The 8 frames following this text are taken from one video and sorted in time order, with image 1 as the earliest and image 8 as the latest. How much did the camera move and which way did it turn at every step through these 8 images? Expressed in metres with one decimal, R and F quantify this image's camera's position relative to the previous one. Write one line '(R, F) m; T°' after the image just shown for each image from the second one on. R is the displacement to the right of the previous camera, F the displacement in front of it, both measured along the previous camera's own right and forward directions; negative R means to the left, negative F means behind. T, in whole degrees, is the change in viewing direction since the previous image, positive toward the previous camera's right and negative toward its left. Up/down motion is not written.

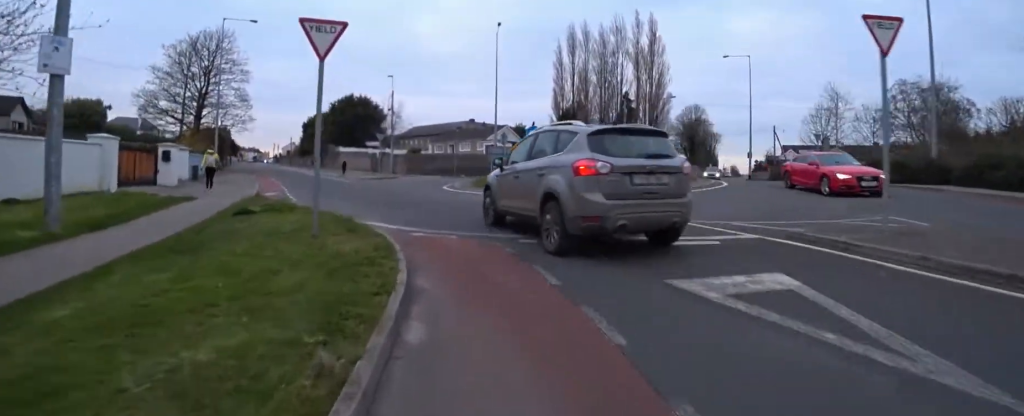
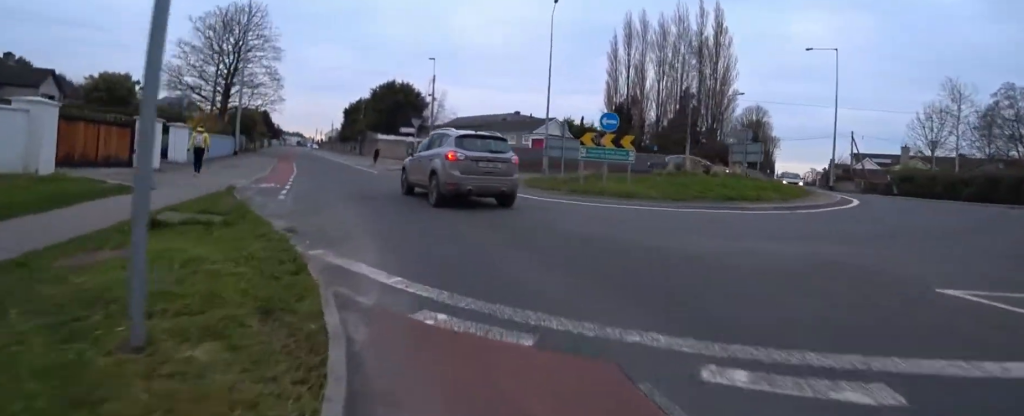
(+0.3, +4.5) m; -8°
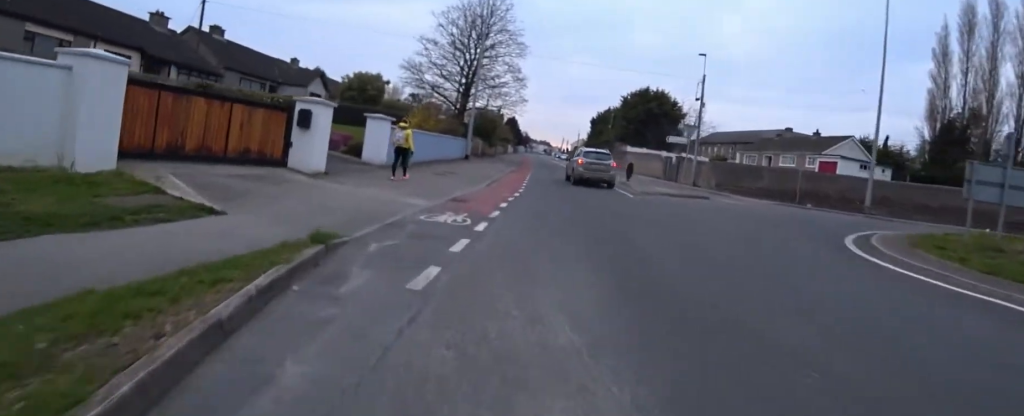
(-1.3, +7.1) m; -8°
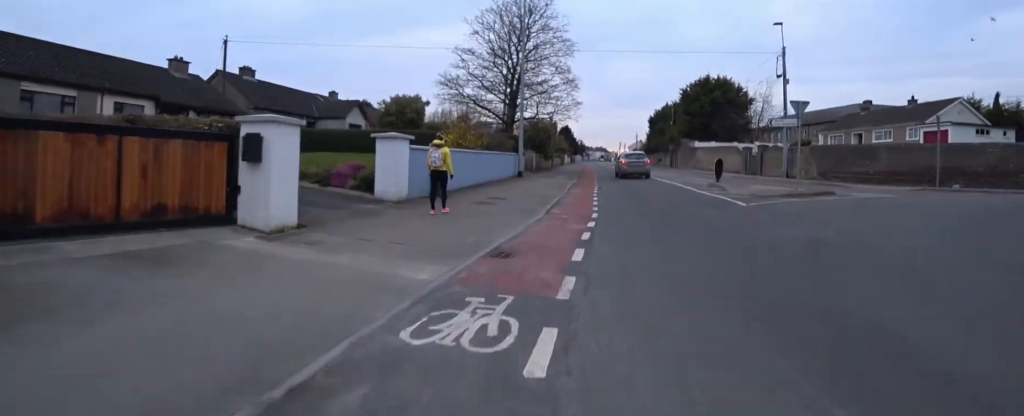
(+0.4, +4.2) m; +6°
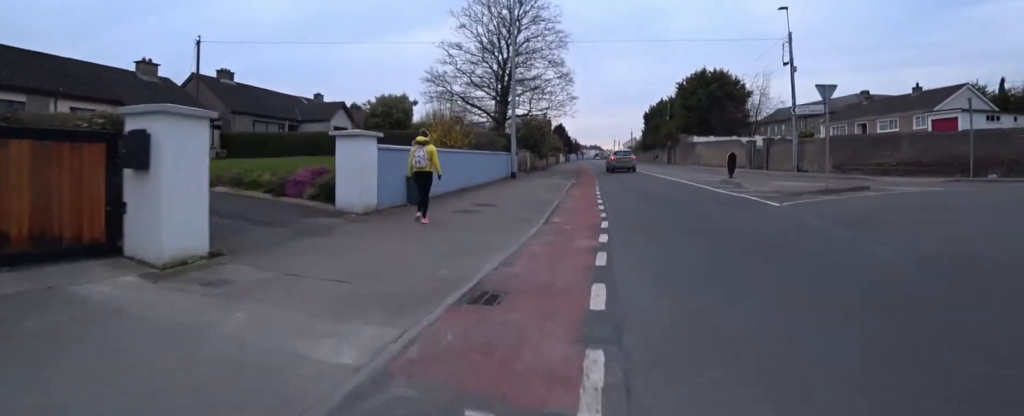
(0.0, +2.1) m; +1°
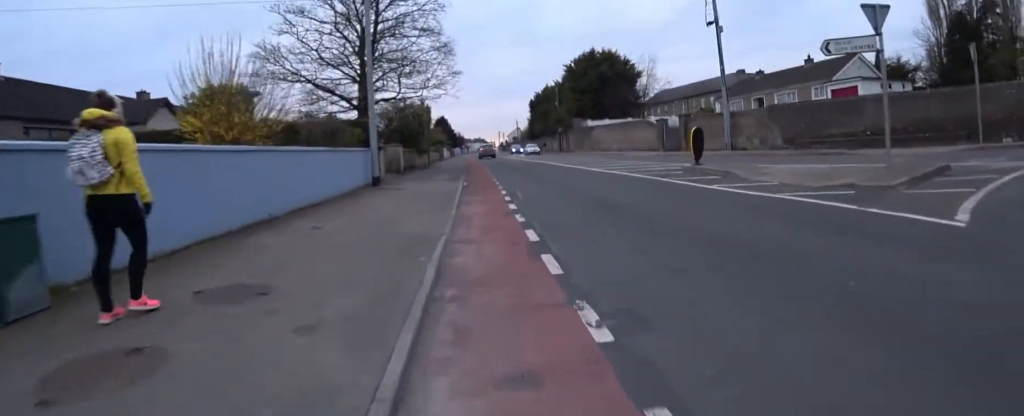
(+0.1, +7.4) m; +8°
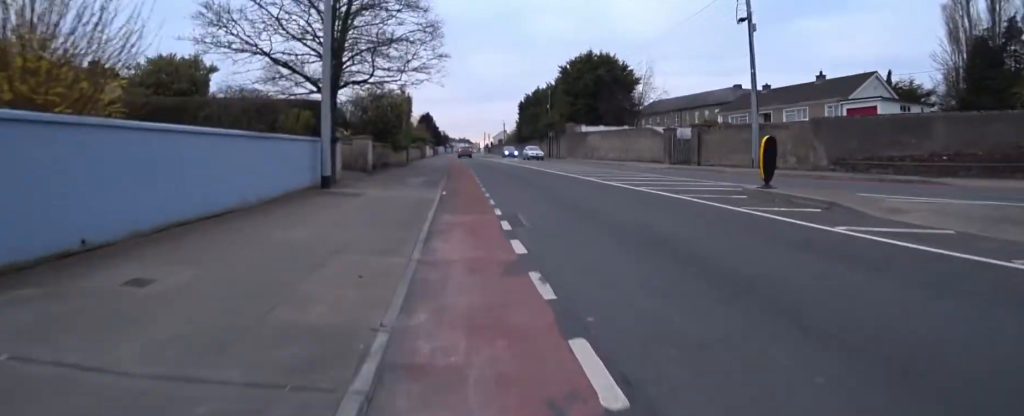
(+0.4, +4.0) m; -5°
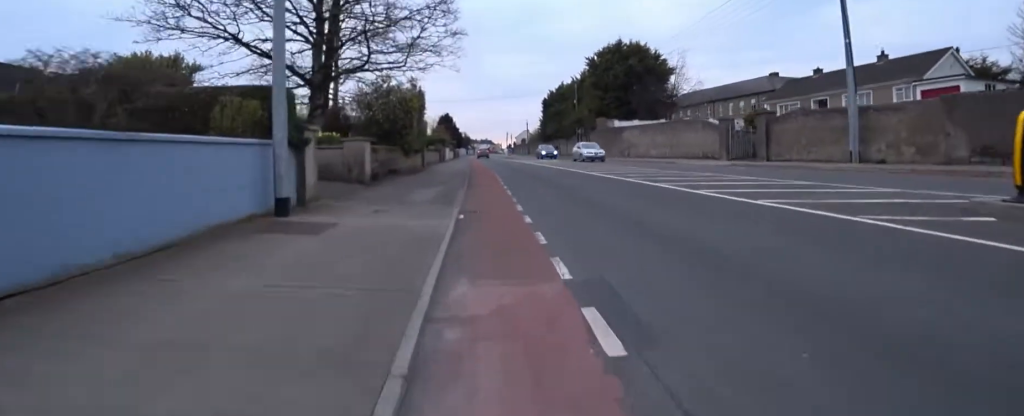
(-0.5, +4.0) m; -8°
